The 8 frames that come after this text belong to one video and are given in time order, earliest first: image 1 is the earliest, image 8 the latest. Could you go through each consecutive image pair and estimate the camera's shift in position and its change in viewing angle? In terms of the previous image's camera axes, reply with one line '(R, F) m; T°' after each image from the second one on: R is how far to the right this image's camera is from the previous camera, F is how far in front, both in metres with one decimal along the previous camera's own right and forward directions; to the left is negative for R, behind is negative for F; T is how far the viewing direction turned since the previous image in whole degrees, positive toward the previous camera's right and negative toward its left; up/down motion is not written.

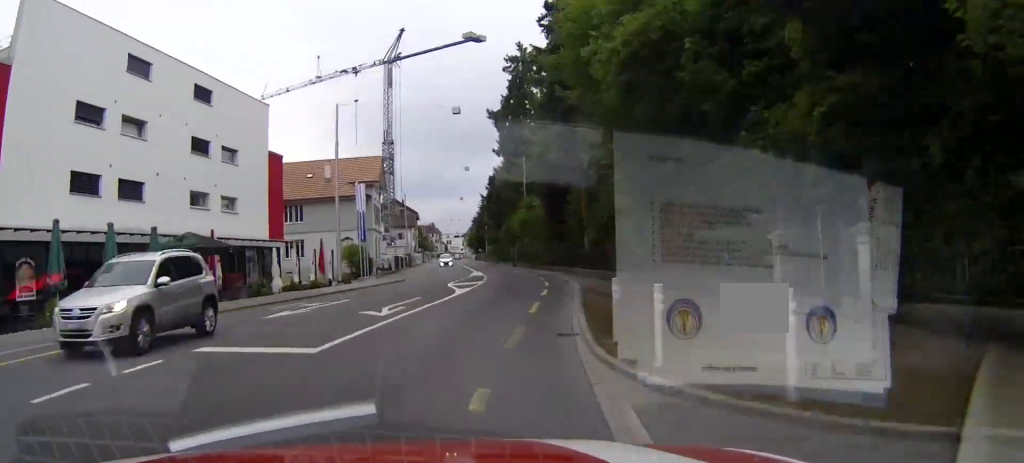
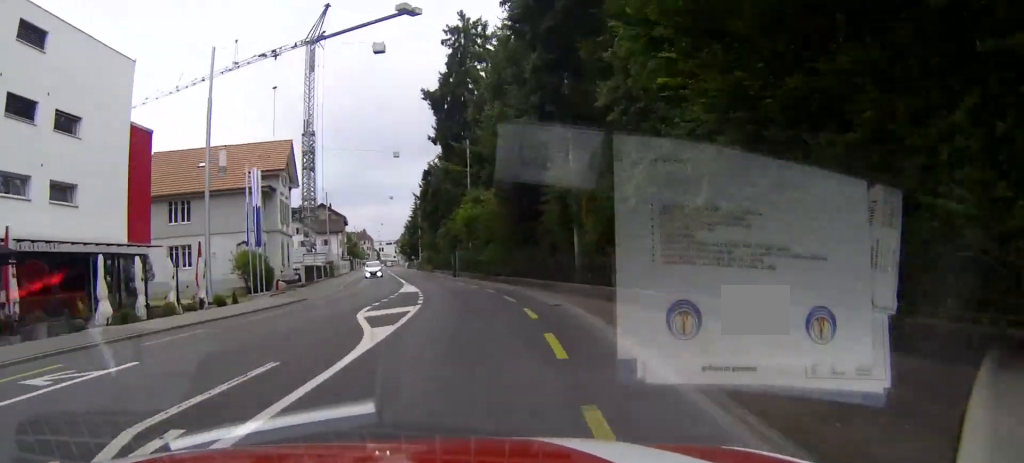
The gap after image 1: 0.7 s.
(+0.6, +13.4) m; +3°
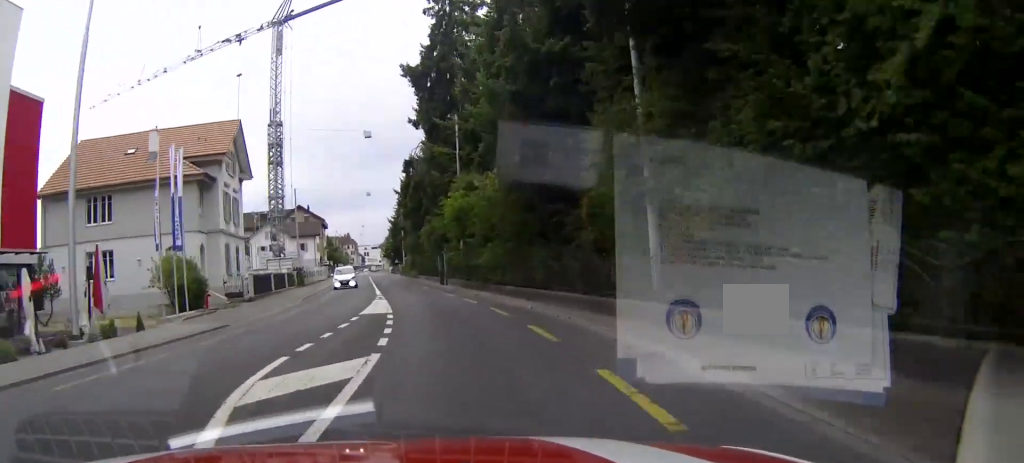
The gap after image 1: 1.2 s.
(+0.1, +10.1) m; 0°
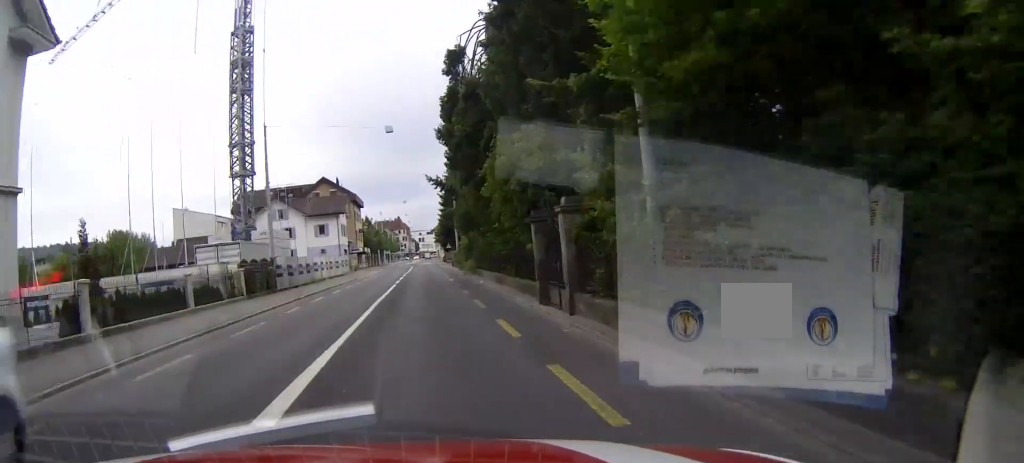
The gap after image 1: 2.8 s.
(+0.2, +29.1) m; 0°
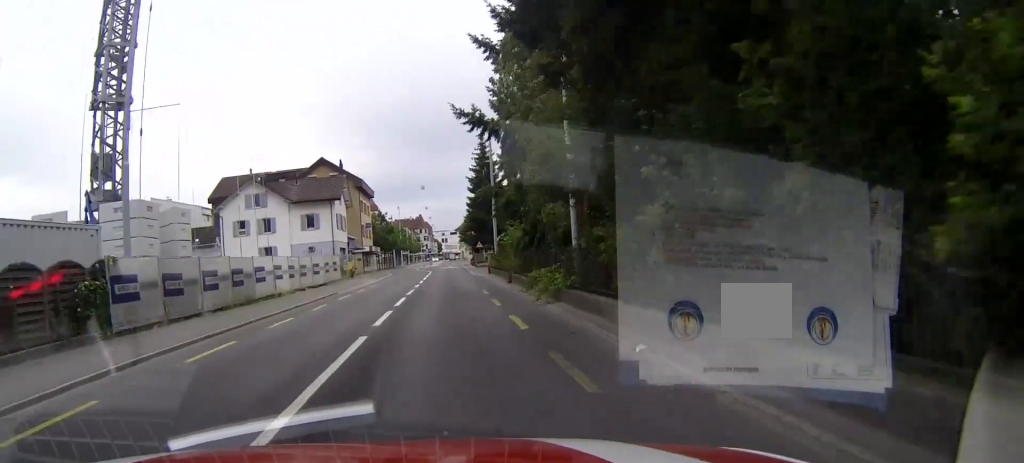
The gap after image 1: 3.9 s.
(-0.3, +22.5) m; -2°
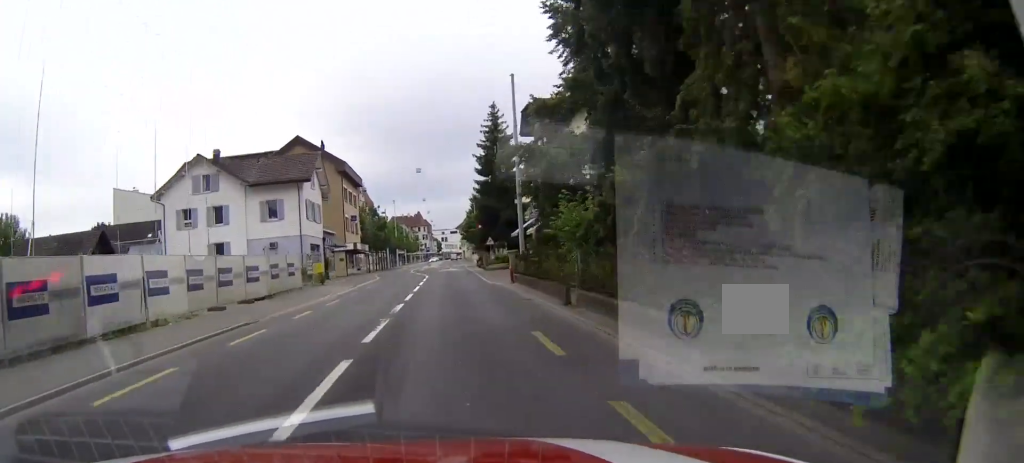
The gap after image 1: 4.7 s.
(-0.3, +15.6) m; -2°
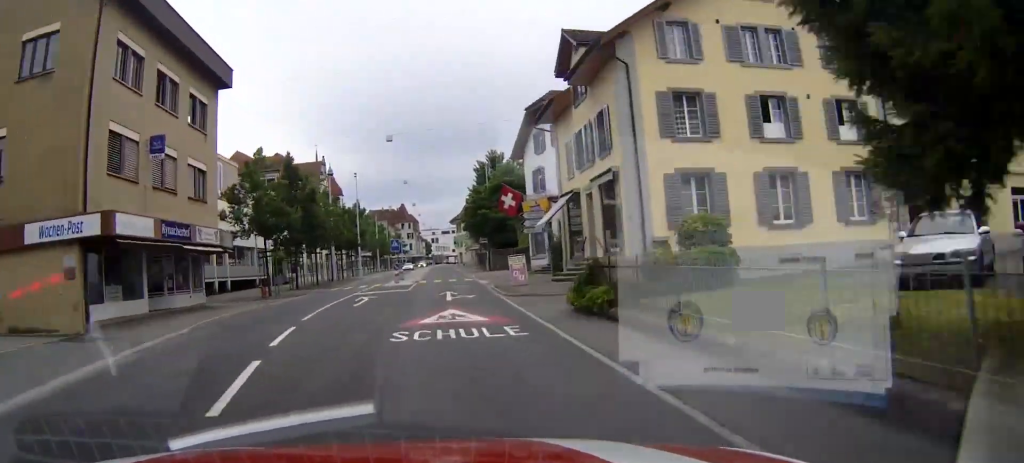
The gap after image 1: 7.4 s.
(-0.2, +52.7) m; 0°
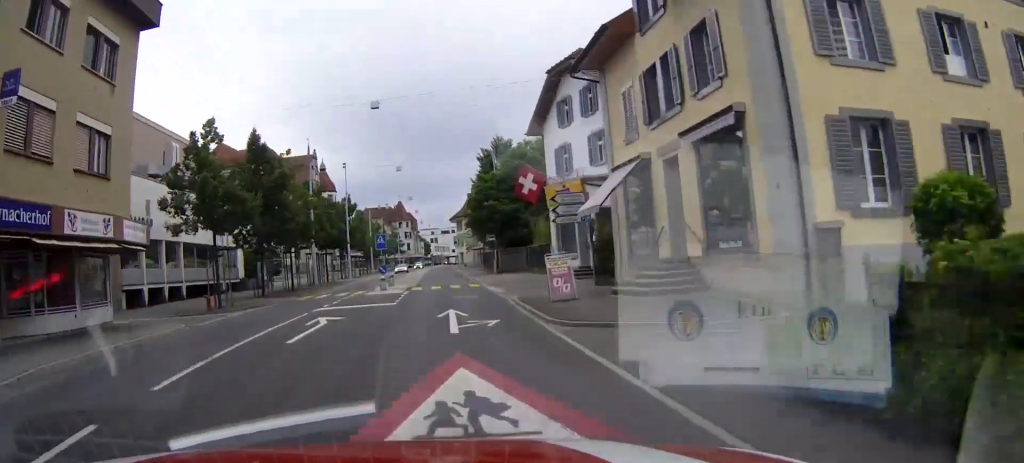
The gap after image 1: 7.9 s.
(0.0, +10.3) m; 0°
